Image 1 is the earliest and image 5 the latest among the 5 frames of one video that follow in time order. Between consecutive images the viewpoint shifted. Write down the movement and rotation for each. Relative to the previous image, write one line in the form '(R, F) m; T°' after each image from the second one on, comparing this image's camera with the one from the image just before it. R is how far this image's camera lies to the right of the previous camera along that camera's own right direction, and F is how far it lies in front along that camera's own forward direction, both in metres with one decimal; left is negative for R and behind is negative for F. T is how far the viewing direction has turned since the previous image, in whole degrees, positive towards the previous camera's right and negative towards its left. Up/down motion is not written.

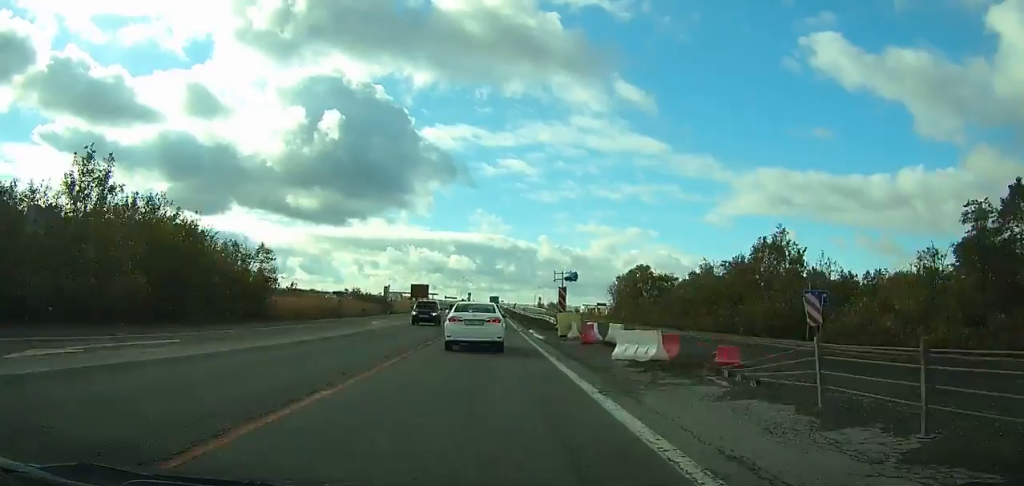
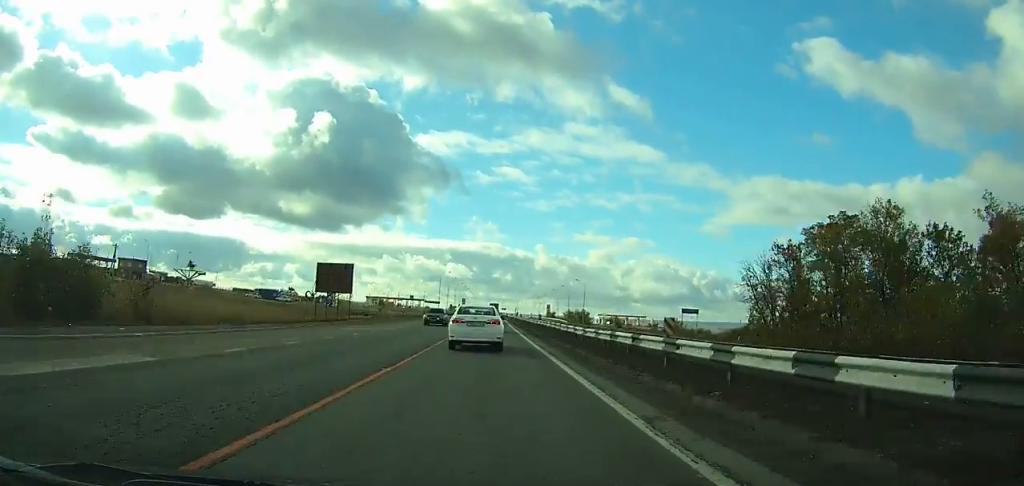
(-0.3, +70.2) m; 0°
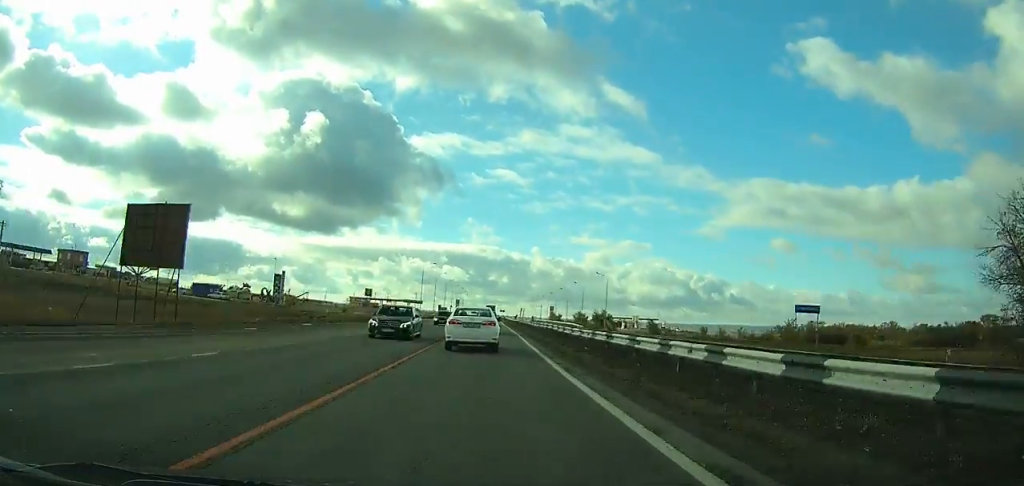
(0.0, +32.6) m; 0°
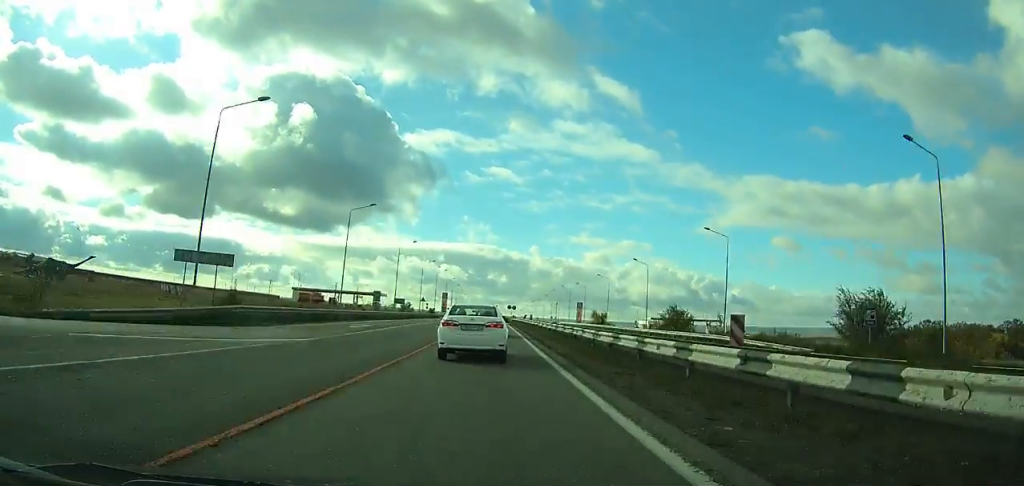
(0.0, +88.2) m; 0°
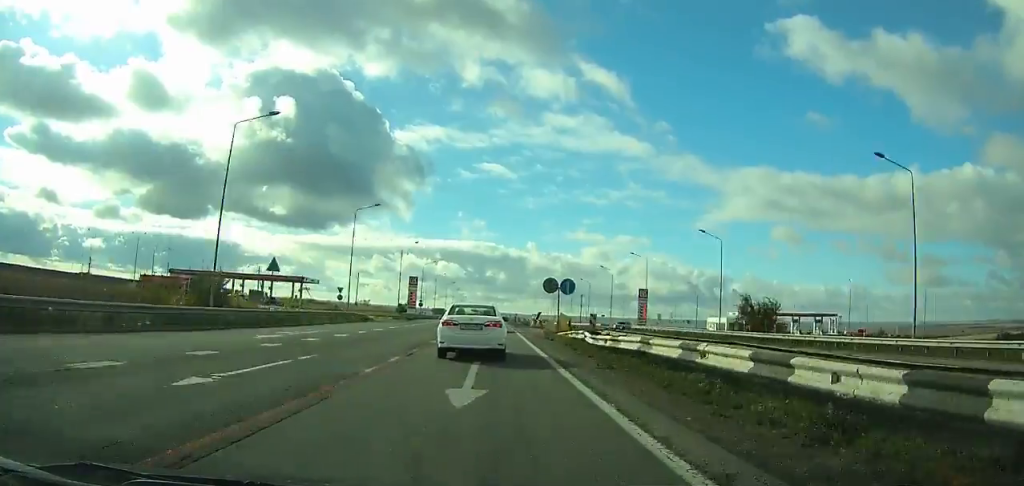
(-0.5, +91.1) m; -1°
